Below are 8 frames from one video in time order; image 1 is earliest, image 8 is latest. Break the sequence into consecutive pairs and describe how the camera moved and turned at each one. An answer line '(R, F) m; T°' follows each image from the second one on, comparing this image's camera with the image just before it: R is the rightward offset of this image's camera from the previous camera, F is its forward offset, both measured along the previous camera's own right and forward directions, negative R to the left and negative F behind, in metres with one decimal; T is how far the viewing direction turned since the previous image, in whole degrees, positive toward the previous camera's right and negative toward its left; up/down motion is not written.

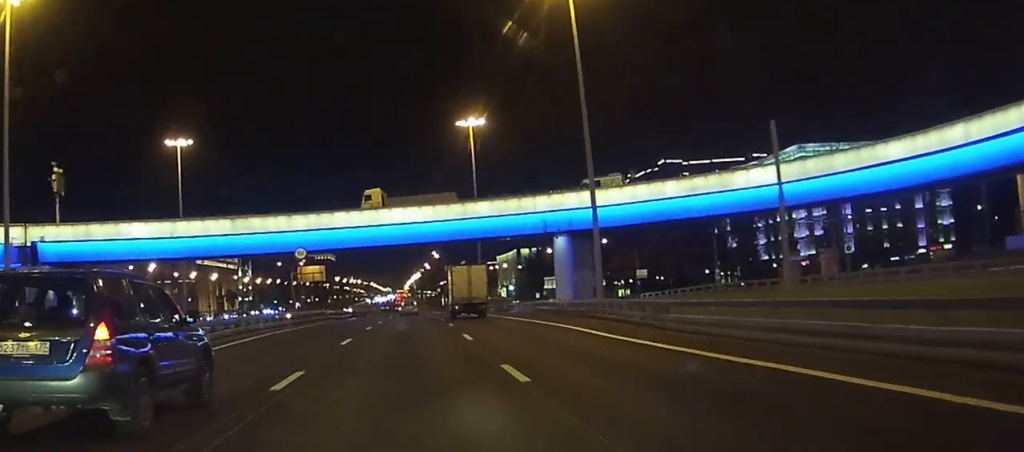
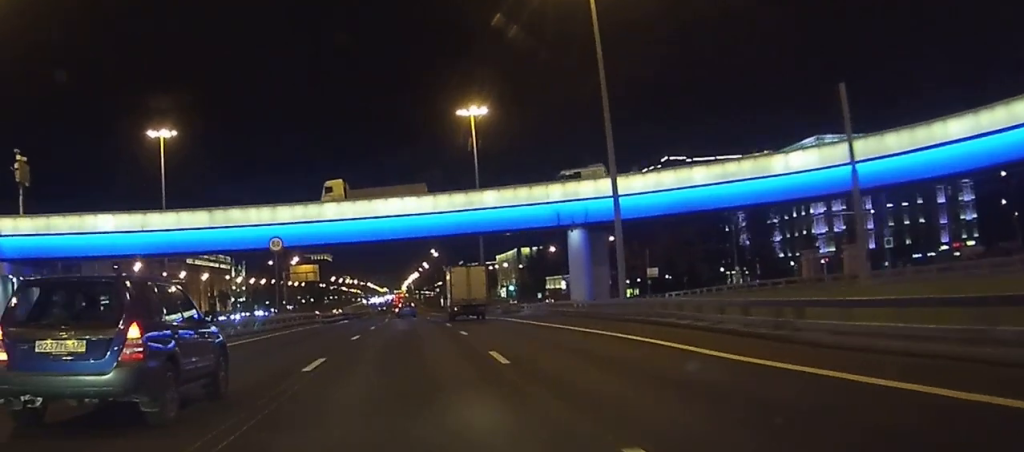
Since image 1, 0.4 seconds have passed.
(0.0, +9.1) m; 0°
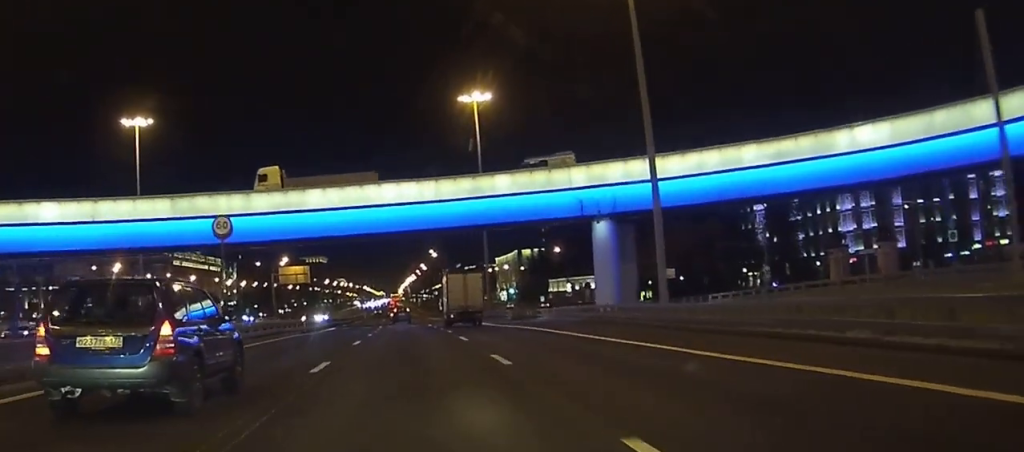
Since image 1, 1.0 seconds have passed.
(0.0, +11.6) m; 0°
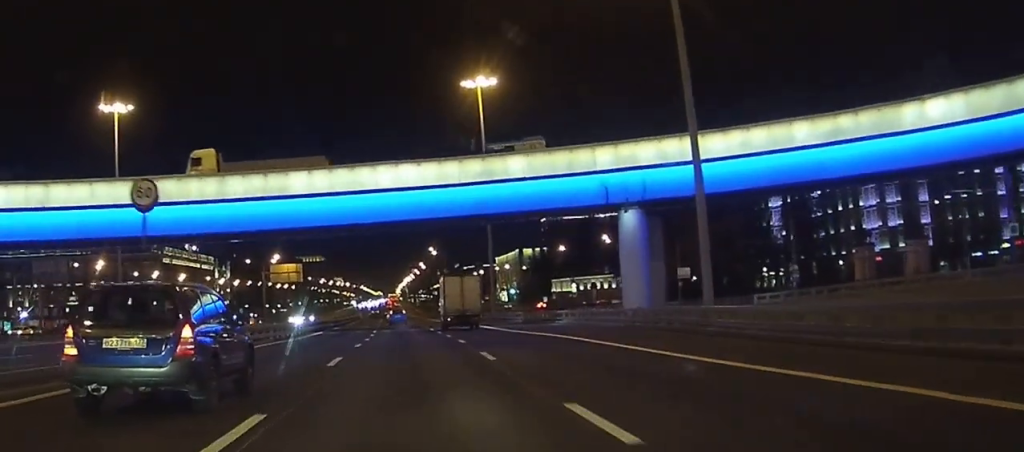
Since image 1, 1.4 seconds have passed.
(0.0, +8.8) m; 0°
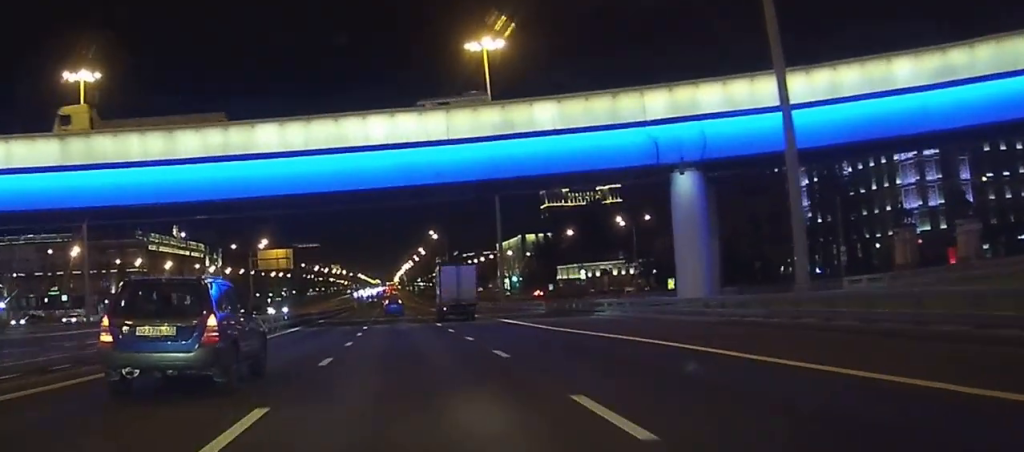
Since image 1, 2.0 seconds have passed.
(0.0, +12.0) m; 0°
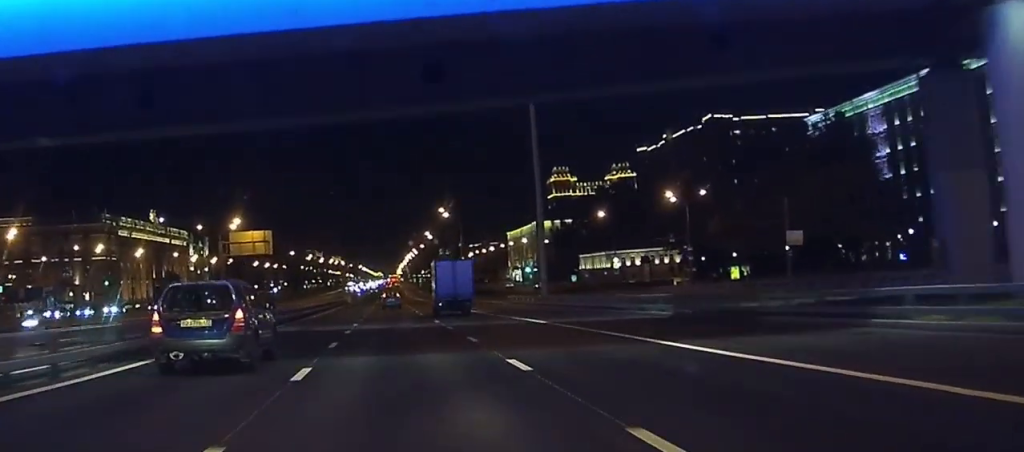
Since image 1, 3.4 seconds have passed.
(0.0, +27.1) m; 0°
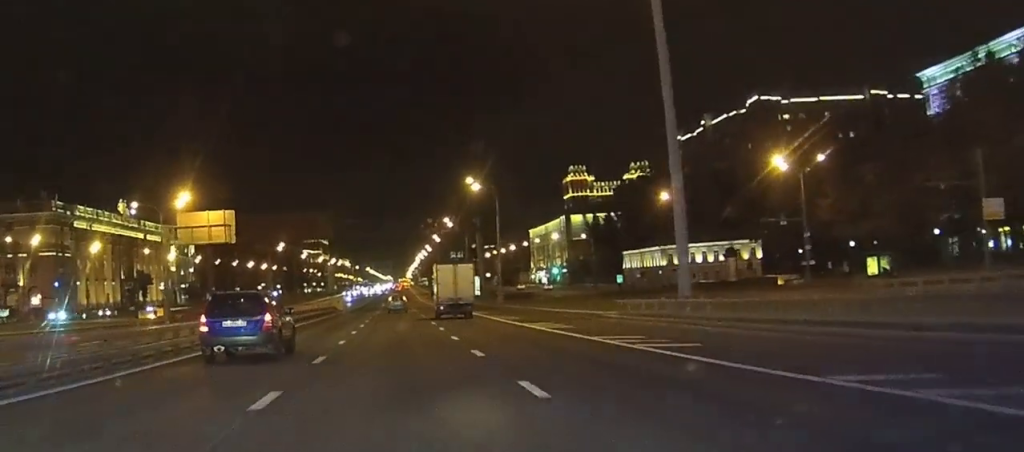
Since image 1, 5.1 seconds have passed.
(+0.1, +34.6) m; 0°
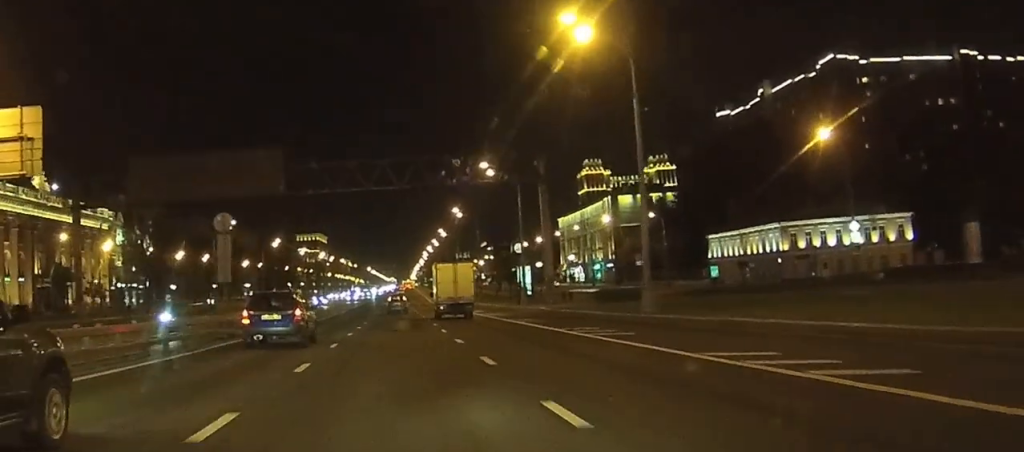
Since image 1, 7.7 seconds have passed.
(-0.2, +50.9) m; -1°
